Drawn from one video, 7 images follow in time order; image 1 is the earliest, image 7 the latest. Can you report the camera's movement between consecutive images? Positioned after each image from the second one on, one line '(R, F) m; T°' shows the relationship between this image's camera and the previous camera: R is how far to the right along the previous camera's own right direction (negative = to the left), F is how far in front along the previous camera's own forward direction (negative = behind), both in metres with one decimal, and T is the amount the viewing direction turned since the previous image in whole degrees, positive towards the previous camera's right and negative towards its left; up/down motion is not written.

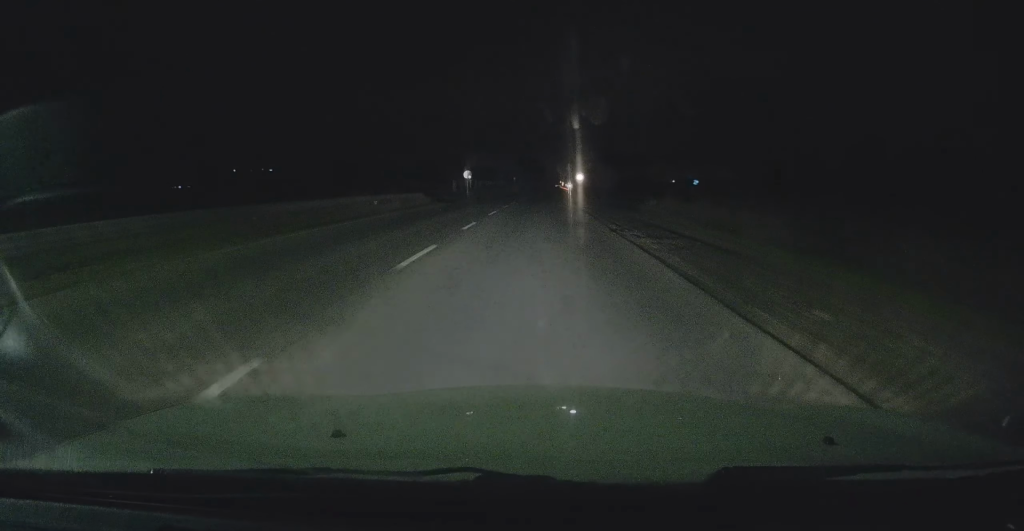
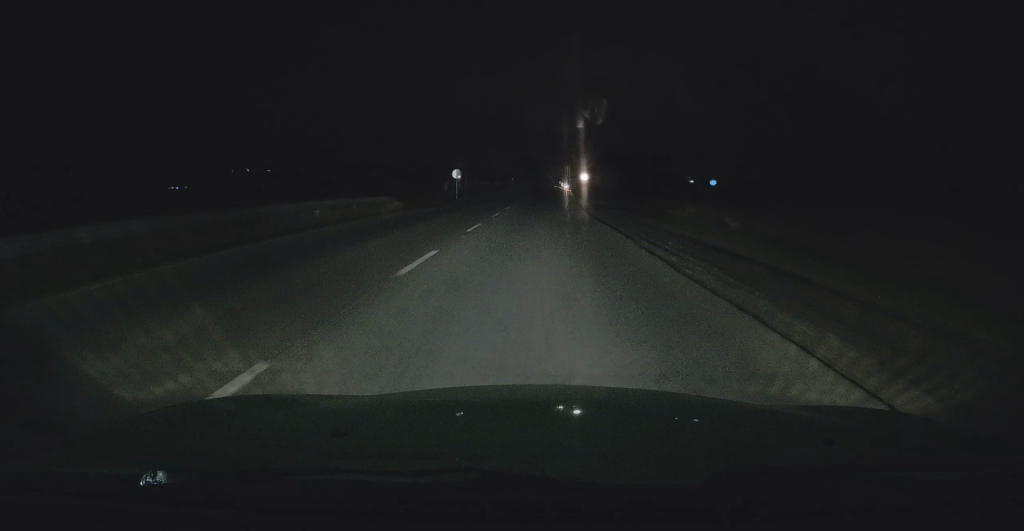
(0.0, +7.8) m; +1°
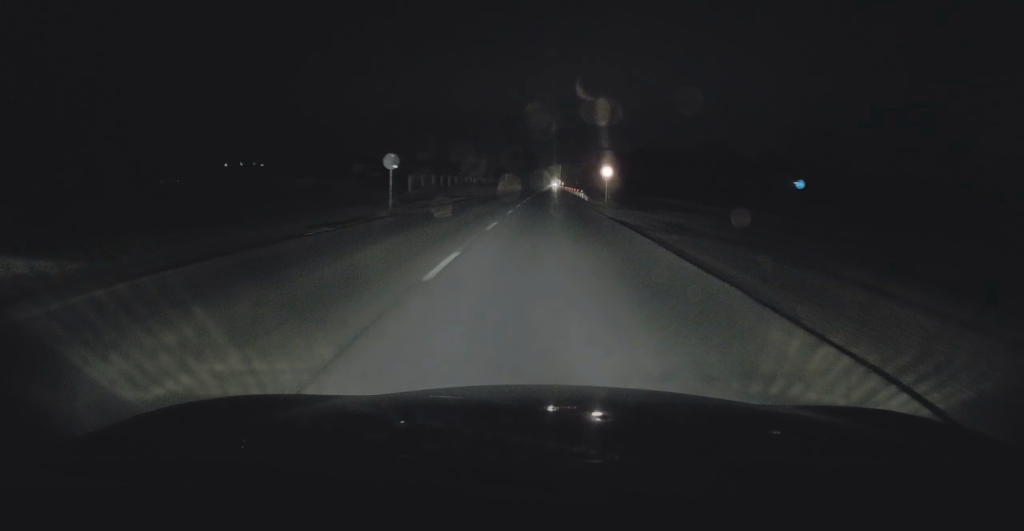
(+0.1, +23.5) m; 0°
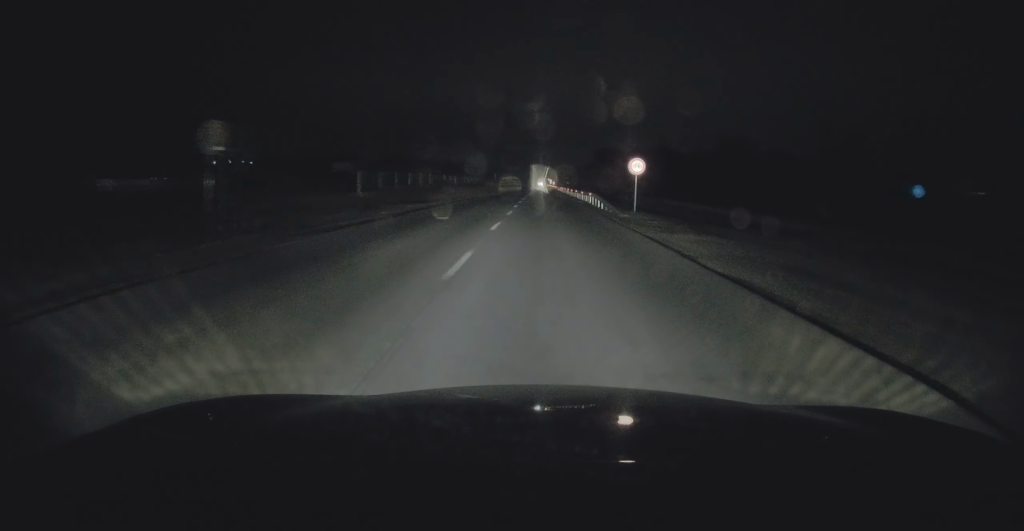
(0.0, +16.1) m; 0°
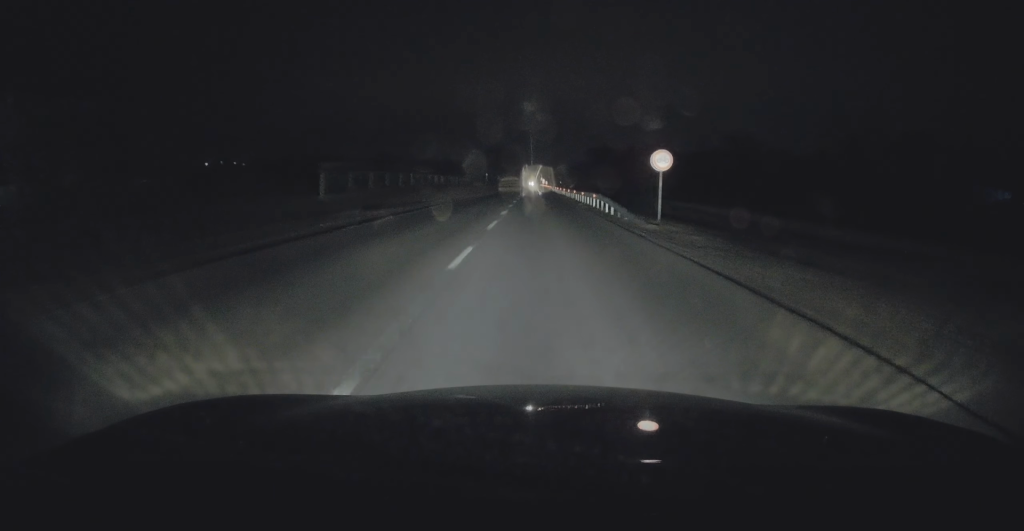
(0.0, +7.2) m; 0°
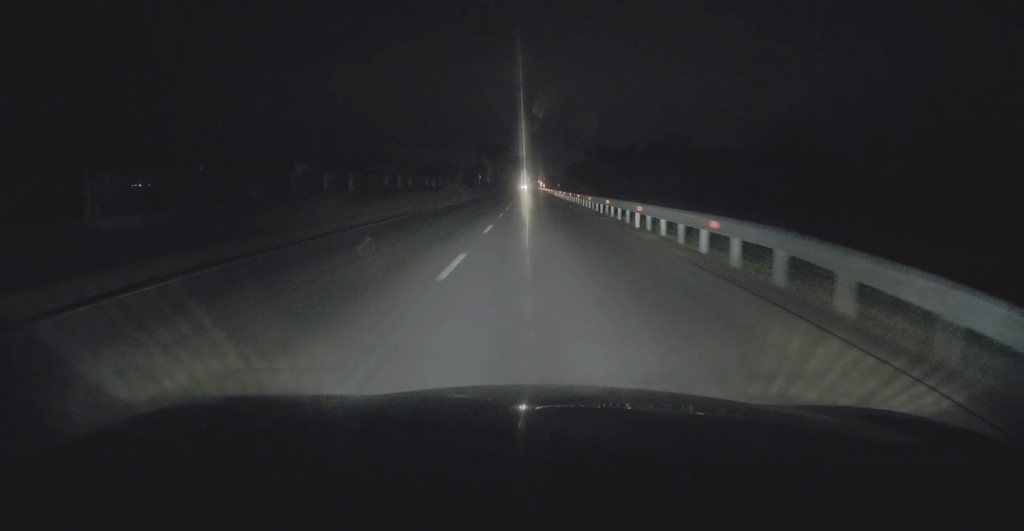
(+0.3, +23.3) m; +1°
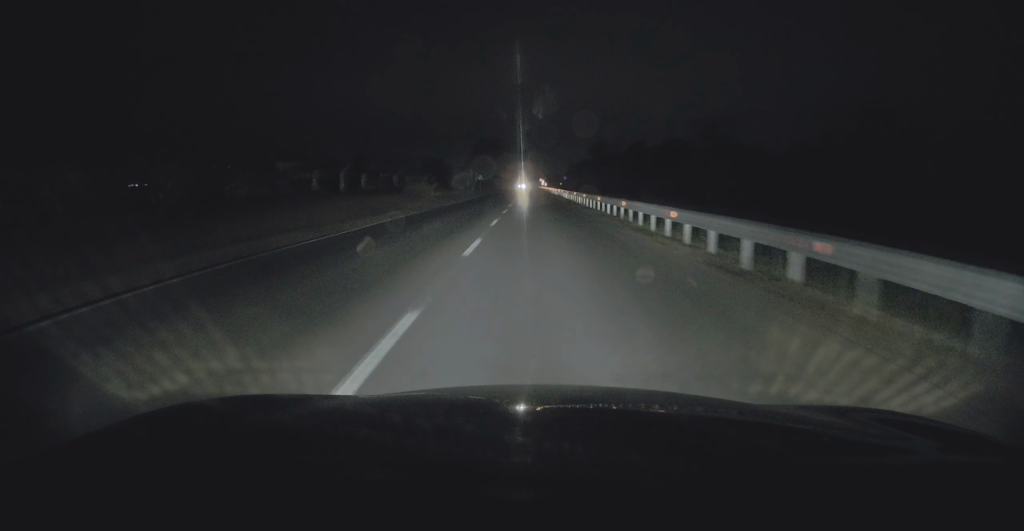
(0.0, +20.4) m; 0°
